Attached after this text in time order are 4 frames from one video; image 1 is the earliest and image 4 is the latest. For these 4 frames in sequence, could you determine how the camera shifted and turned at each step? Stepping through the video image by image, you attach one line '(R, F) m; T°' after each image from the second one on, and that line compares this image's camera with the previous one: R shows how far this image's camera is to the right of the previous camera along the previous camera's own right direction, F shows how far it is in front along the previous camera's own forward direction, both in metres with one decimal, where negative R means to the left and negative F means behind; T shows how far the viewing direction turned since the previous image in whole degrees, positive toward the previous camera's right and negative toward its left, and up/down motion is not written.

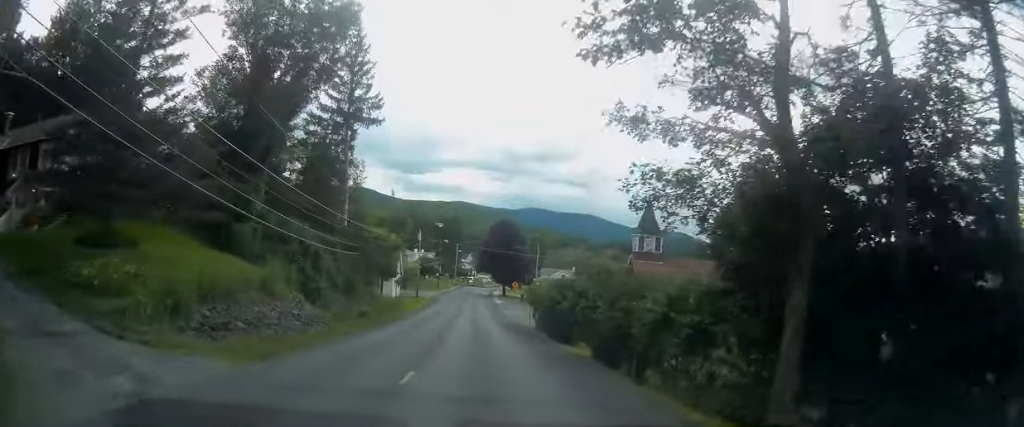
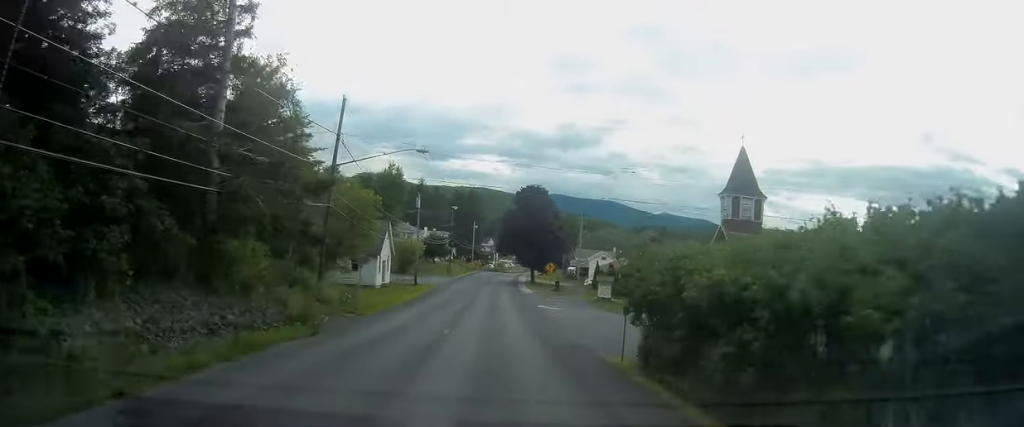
(-0.6, +25.1) m; -3°
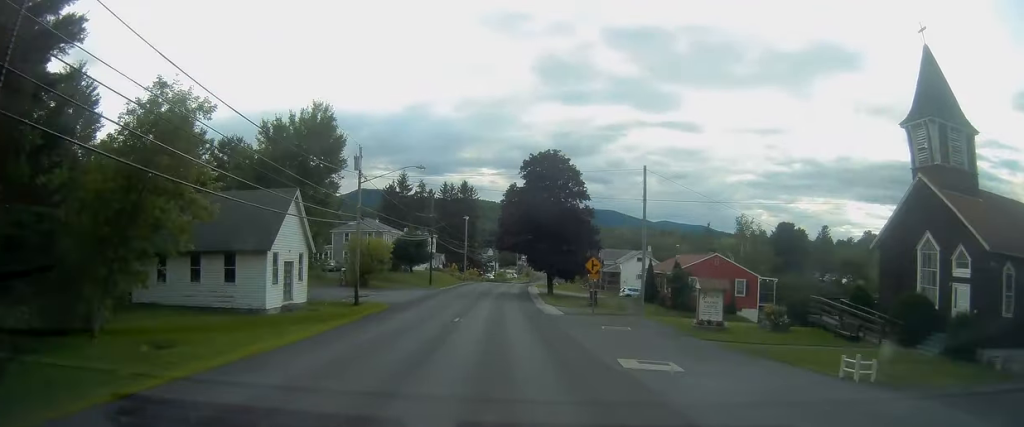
(0.0, +28.6) m; 0°
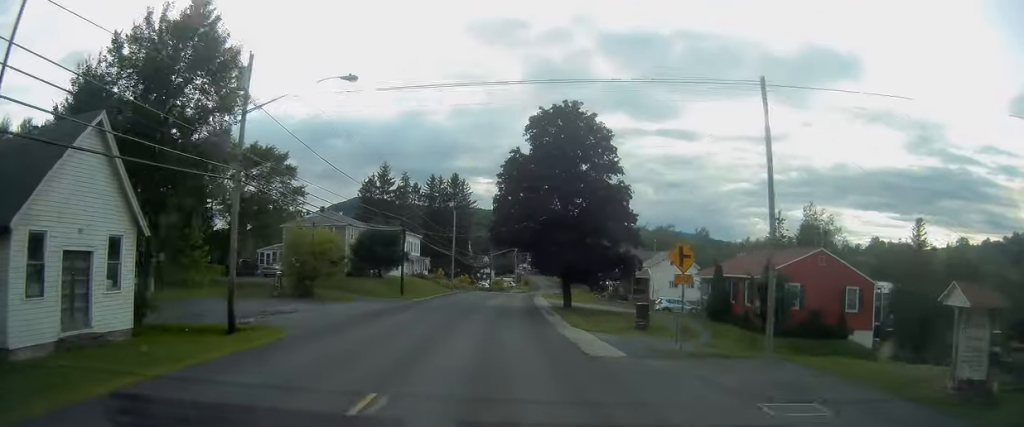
(0.0, +18.2) m; 0°
